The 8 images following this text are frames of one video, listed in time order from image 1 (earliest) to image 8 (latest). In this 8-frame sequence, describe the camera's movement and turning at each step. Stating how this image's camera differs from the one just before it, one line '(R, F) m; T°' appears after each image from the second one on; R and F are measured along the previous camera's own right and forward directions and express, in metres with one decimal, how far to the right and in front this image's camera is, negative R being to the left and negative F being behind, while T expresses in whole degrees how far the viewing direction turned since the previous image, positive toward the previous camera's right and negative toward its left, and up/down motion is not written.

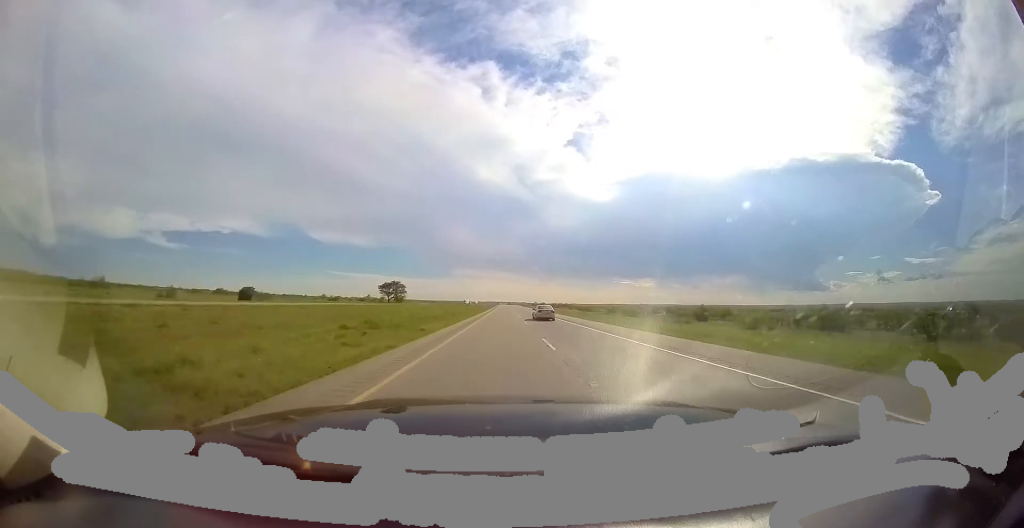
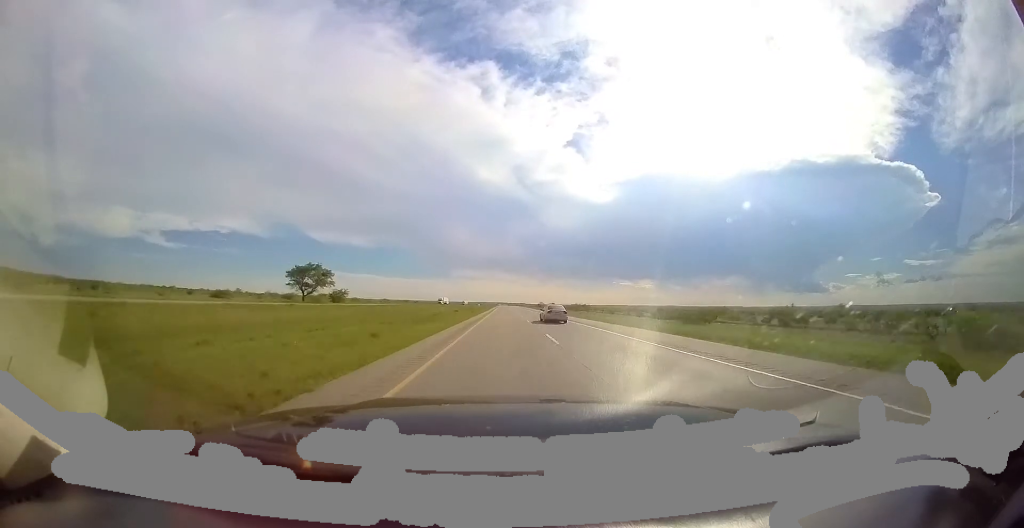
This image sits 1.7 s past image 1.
(+0.3, +59.0) m; 0°
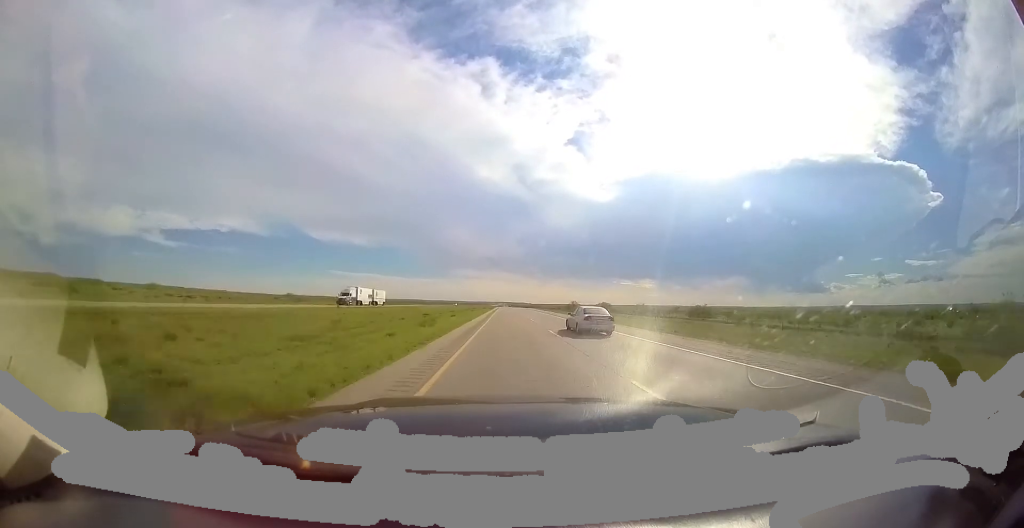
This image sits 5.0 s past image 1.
(-1.5, +118.0) m; 0°
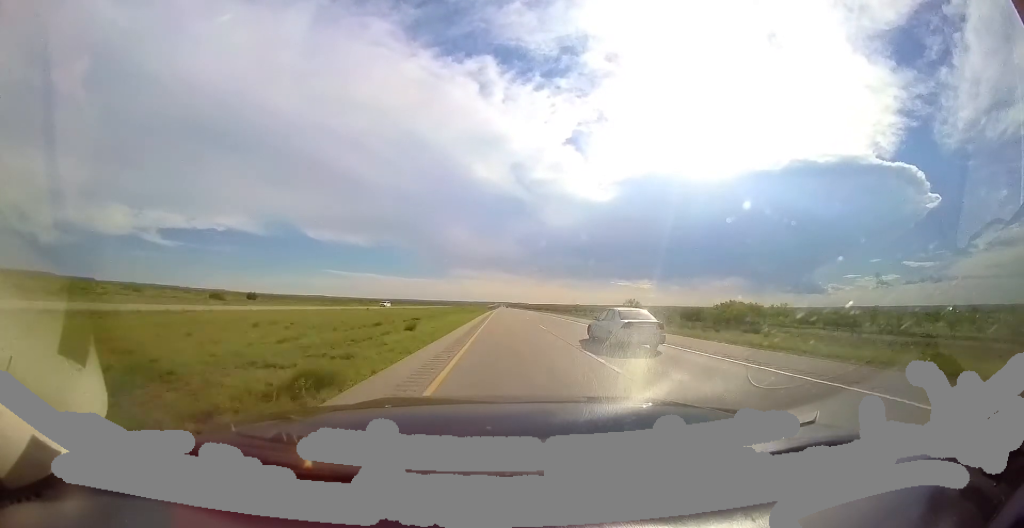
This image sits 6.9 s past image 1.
(+1.6, +68.6) m; +1°
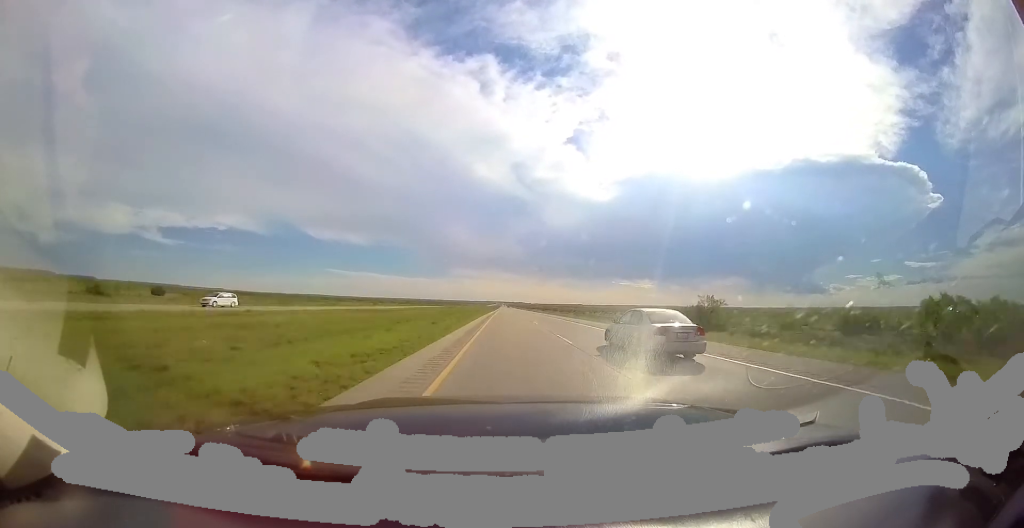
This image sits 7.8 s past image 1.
(-0.1, +30.8) m; 0°
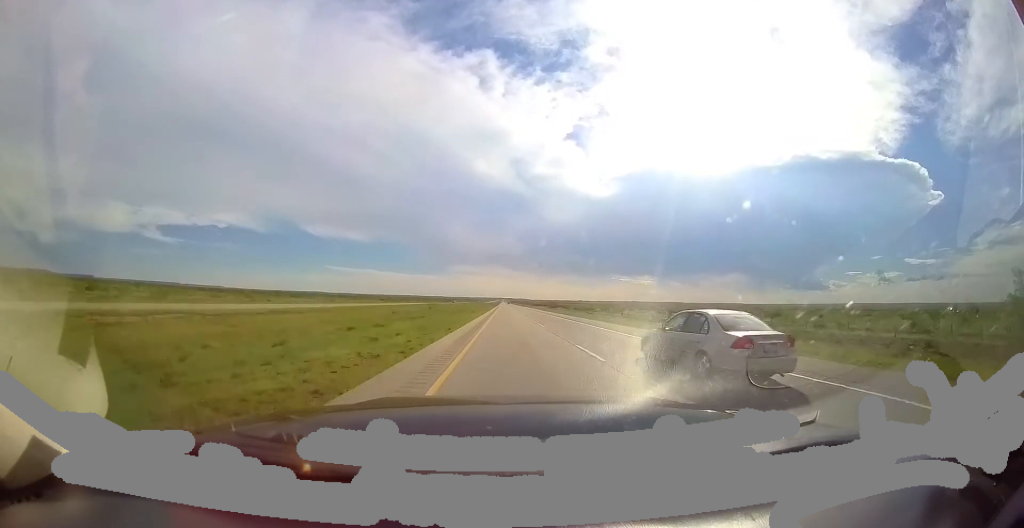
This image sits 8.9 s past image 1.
(-0.1, +40.4) m; 0°
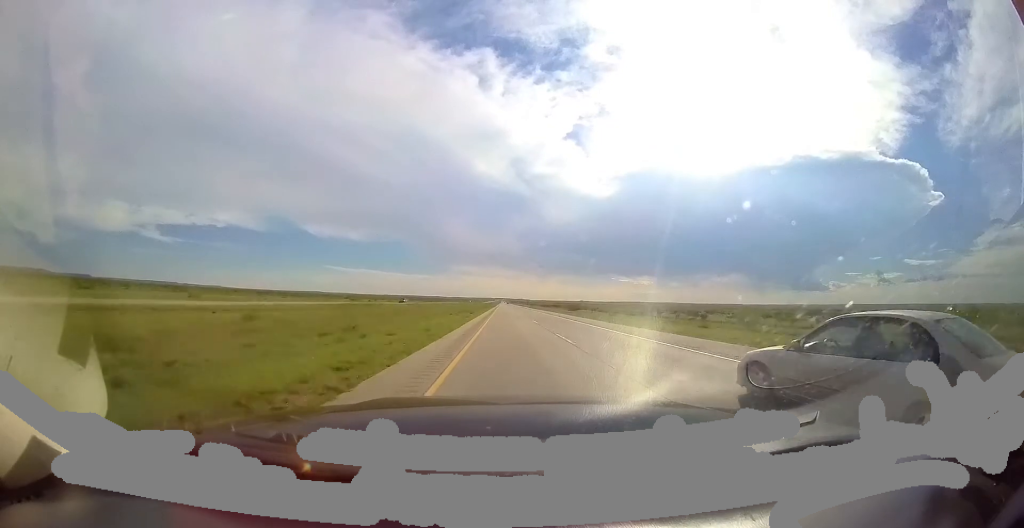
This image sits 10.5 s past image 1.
(-0.3, +57.3) m; 0°
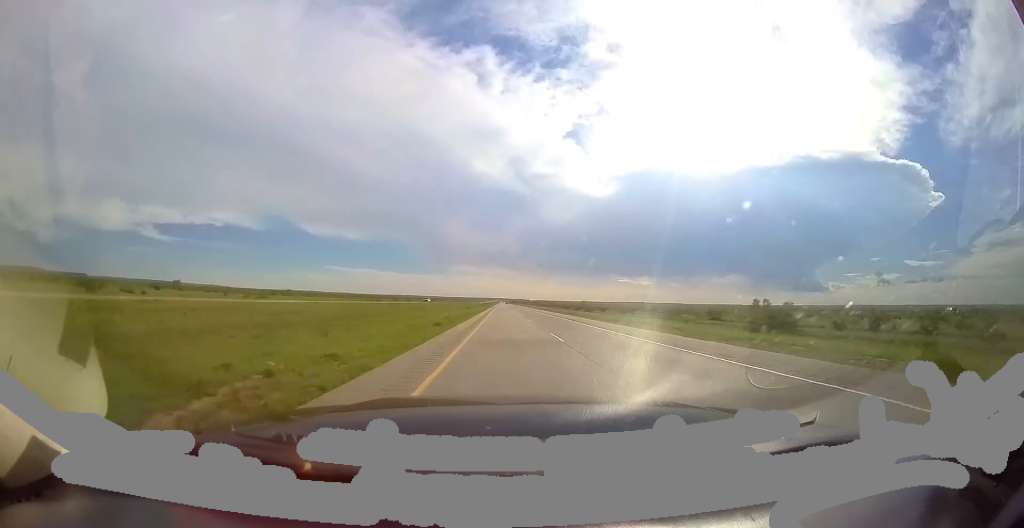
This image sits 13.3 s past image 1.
(-0.3, +98.3) m; 0°
